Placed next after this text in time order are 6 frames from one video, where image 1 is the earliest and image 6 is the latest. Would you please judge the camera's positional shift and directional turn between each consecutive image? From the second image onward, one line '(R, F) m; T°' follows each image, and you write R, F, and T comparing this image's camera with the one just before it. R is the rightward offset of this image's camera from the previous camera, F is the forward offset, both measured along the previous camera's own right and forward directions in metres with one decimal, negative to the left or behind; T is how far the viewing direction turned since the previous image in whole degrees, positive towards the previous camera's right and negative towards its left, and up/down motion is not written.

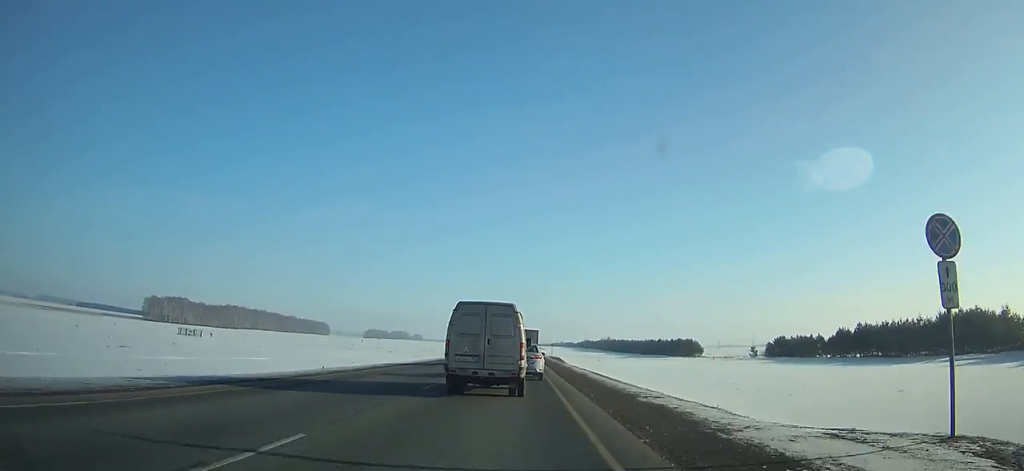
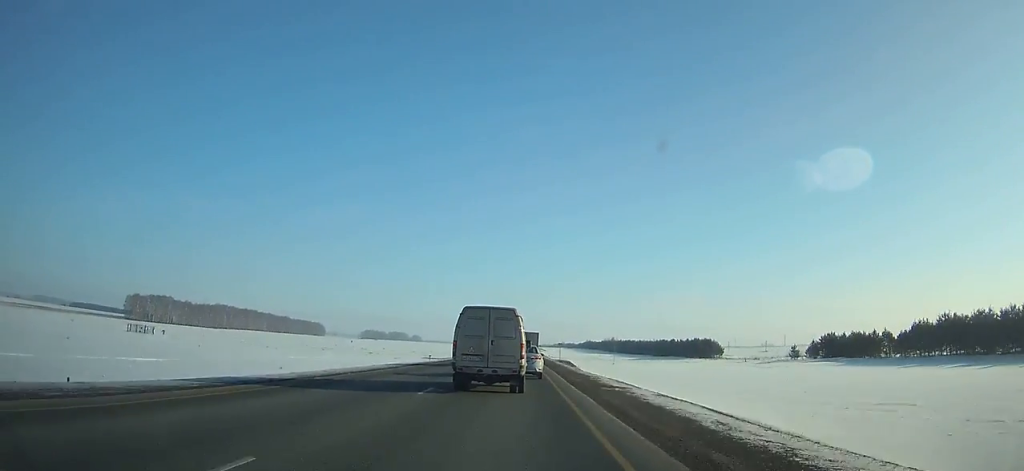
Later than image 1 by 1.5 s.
(-0.1, +26.3) m; 0°
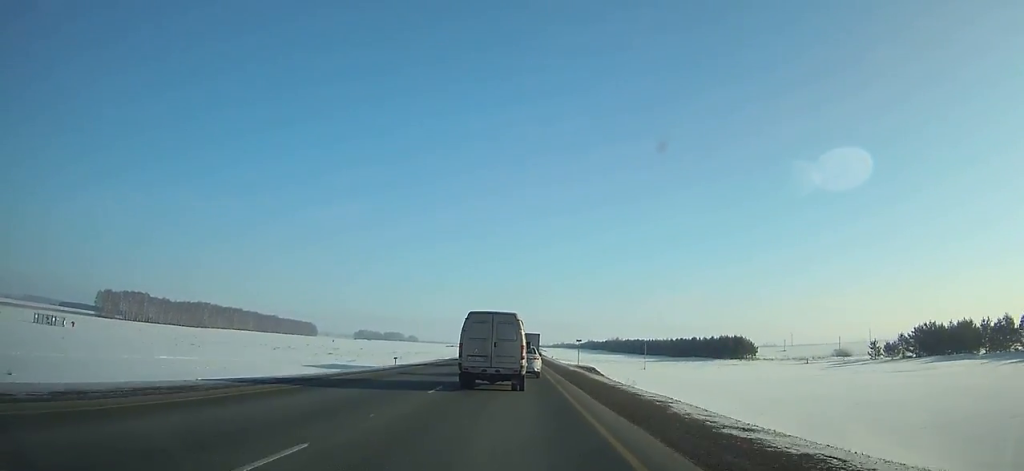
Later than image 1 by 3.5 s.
(-0.1, +35.1) m; 0°
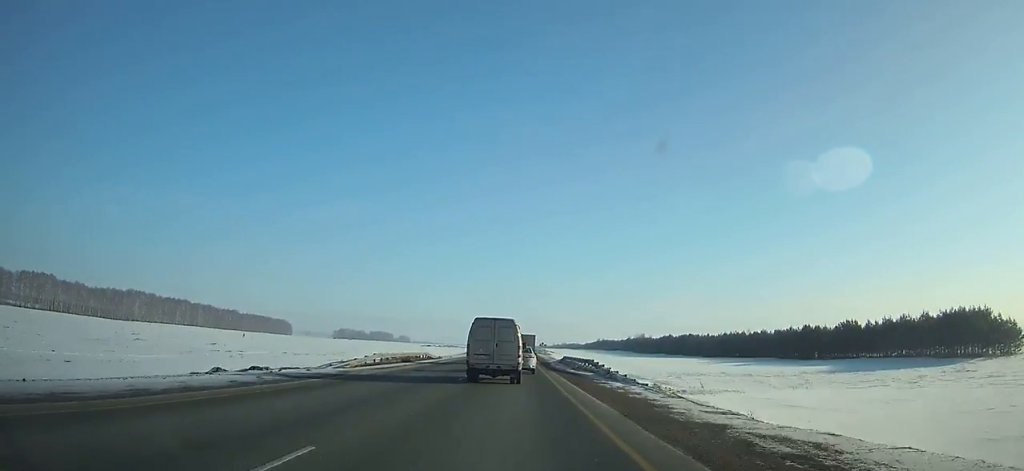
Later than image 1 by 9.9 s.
(+0.4, +113.2) m; 0°
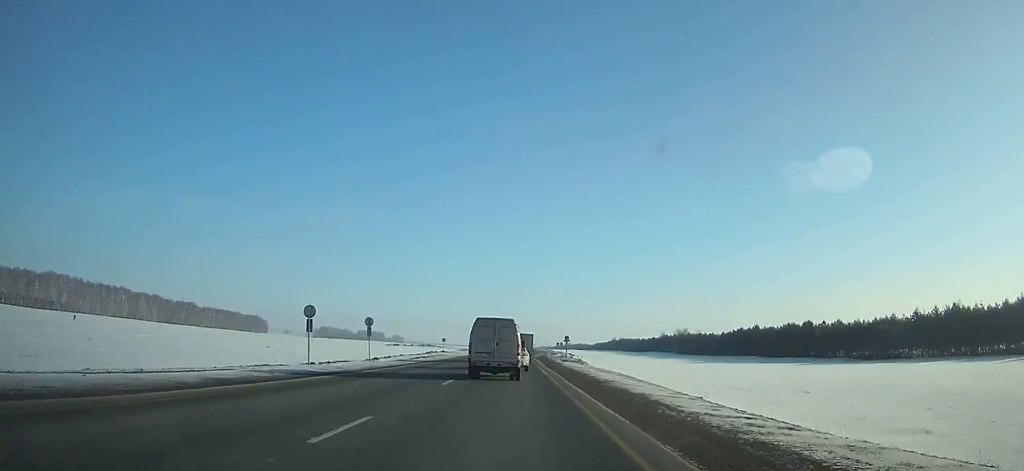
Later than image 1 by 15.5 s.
(+0.7, +101.1) m; 0°
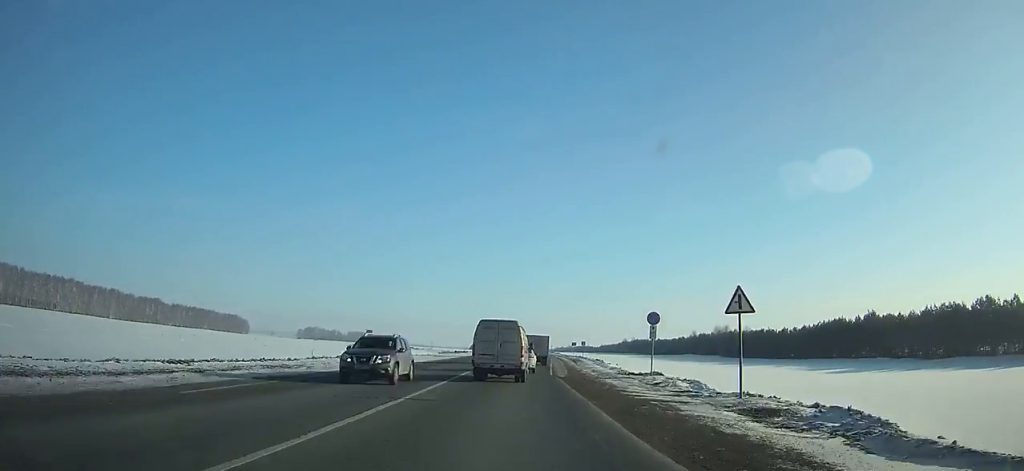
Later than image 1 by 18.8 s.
(-0.1, +60.6) m; +1°
